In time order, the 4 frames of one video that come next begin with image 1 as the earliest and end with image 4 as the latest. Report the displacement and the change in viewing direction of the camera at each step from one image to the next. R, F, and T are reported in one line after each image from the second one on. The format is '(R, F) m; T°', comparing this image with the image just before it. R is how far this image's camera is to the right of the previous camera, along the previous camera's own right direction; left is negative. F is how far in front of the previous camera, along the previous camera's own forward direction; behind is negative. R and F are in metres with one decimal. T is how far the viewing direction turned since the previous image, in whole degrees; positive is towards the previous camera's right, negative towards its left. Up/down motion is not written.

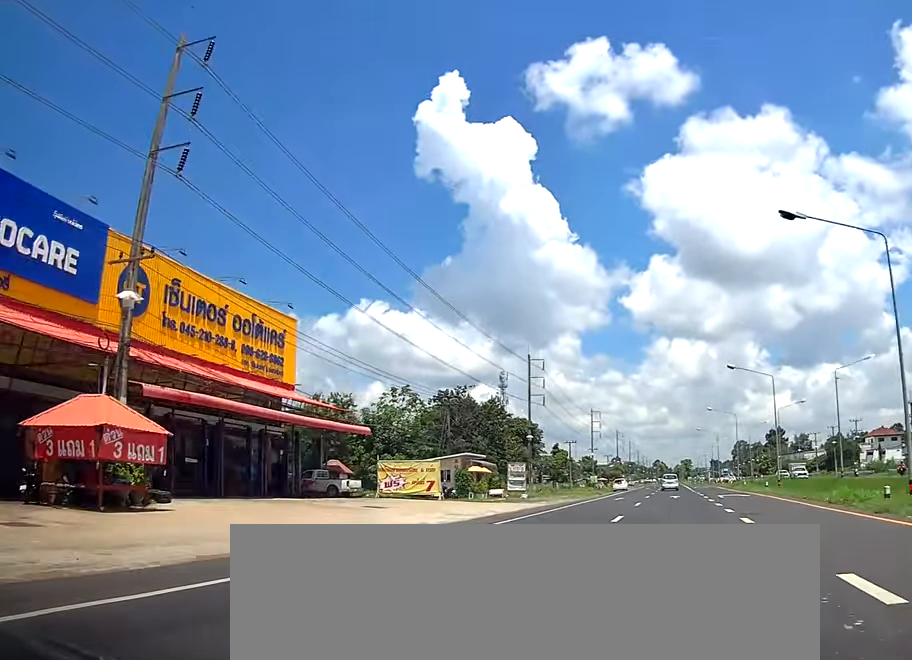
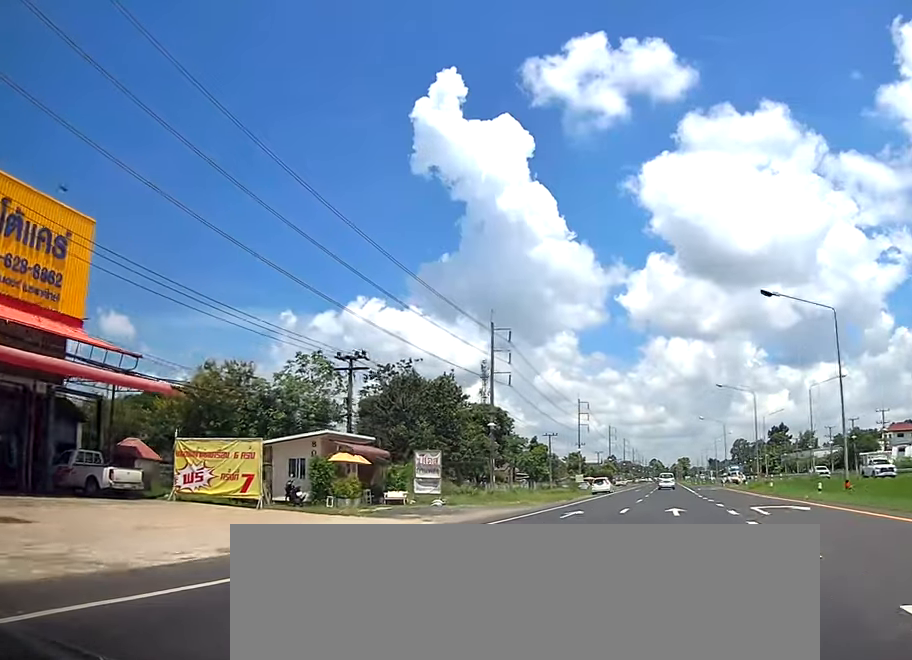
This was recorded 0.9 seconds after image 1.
(+0.1, +20.4) m; 0°
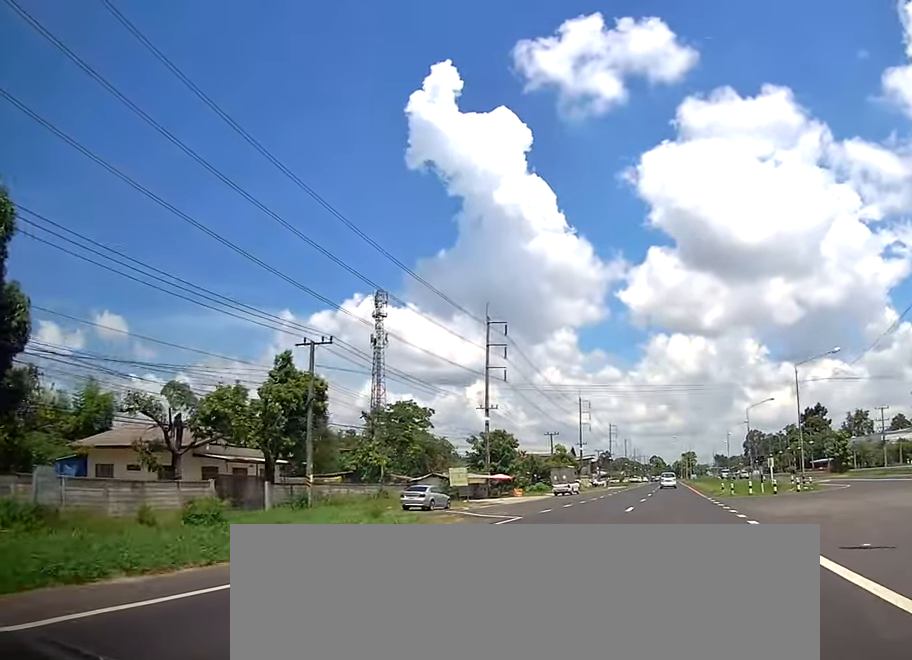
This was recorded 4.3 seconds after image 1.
(-0.2, +82.3) m; 0°
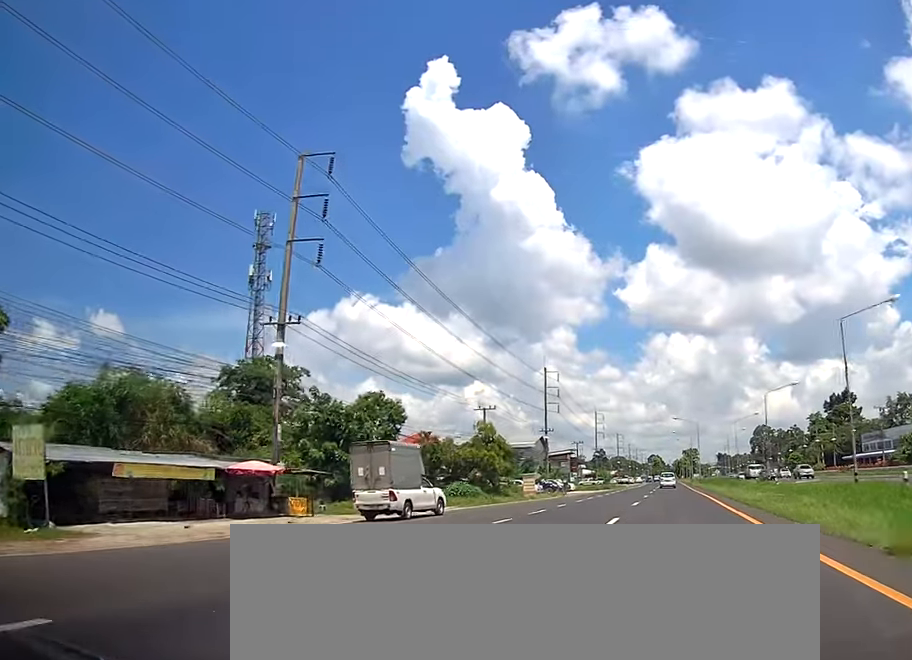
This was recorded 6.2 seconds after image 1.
(-0.1, +43.6) m; 0°
